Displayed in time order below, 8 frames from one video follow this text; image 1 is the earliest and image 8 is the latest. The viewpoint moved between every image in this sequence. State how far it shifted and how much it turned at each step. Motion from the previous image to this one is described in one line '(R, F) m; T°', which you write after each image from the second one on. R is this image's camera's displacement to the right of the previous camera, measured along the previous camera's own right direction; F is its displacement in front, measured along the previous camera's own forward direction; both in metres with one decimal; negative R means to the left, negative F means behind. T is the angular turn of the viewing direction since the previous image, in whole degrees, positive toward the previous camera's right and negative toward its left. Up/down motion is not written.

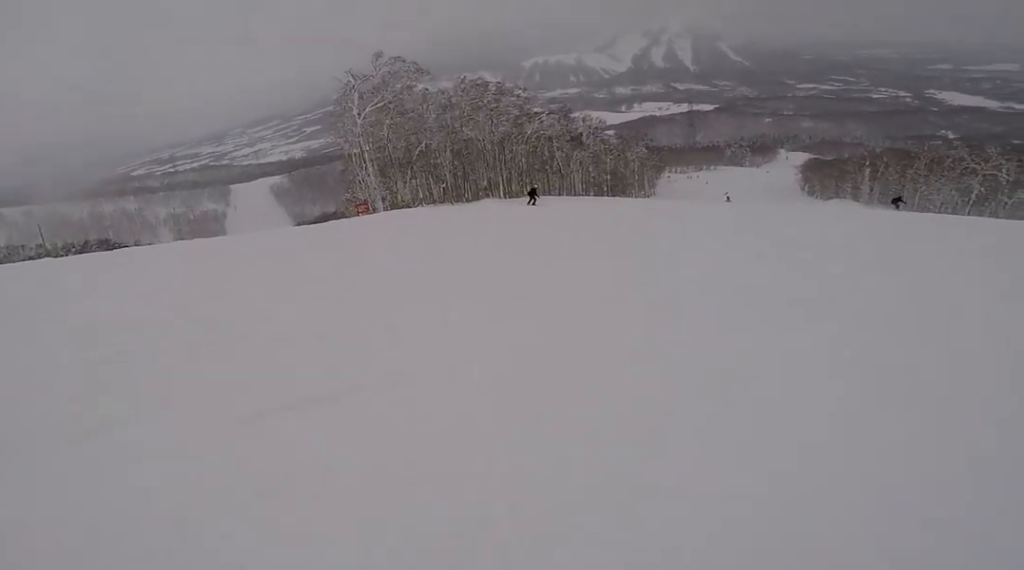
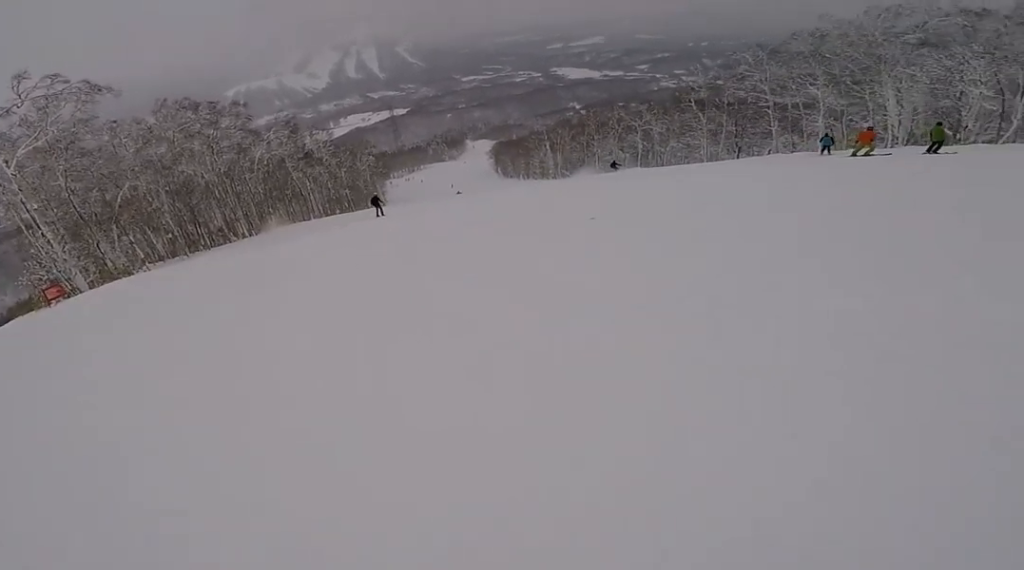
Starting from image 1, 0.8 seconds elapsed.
(+0.2, +7.5) m; +14°
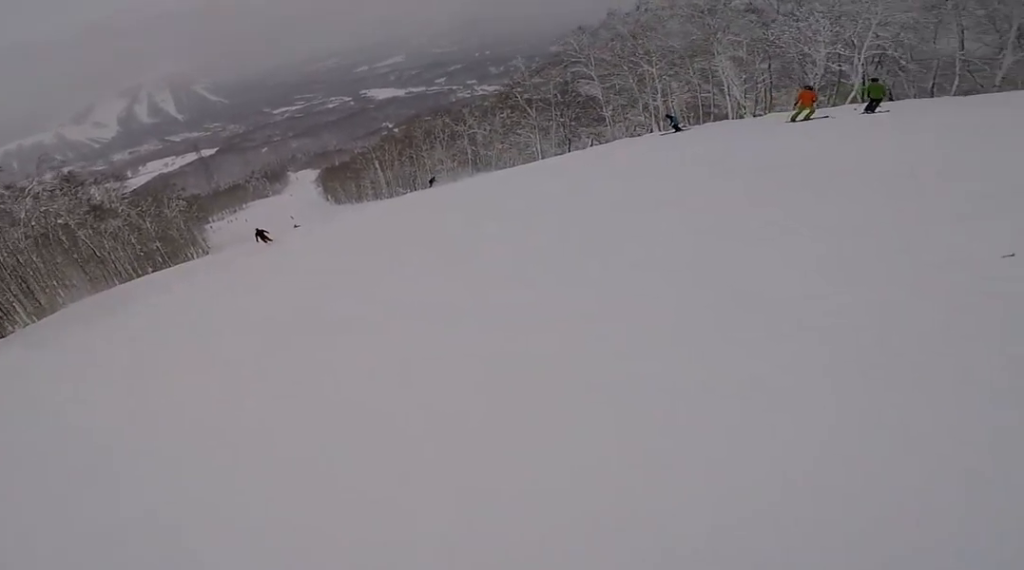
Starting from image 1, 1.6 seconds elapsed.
(+1.6, +7.2) m; +11°
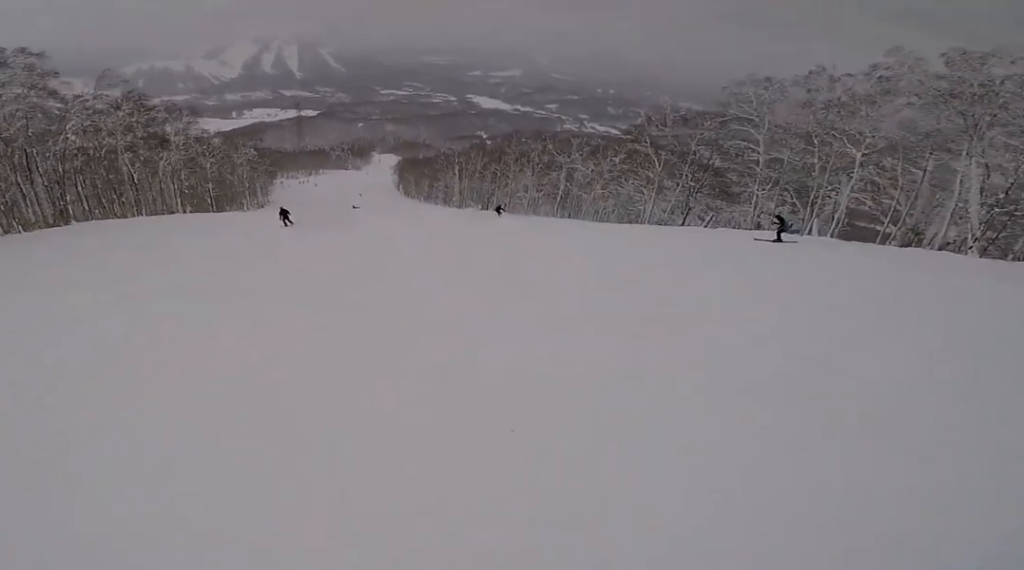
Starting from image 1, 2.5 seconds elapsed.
(+0.4, +7.6) m; -1°
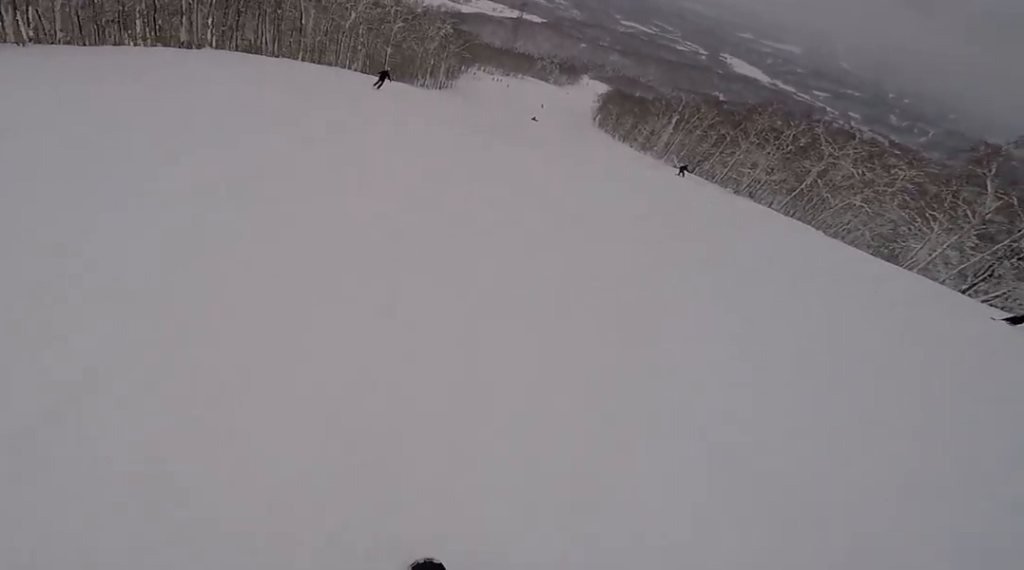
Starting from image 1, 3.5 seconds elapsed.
(-0.6, +9.1) m; -13°
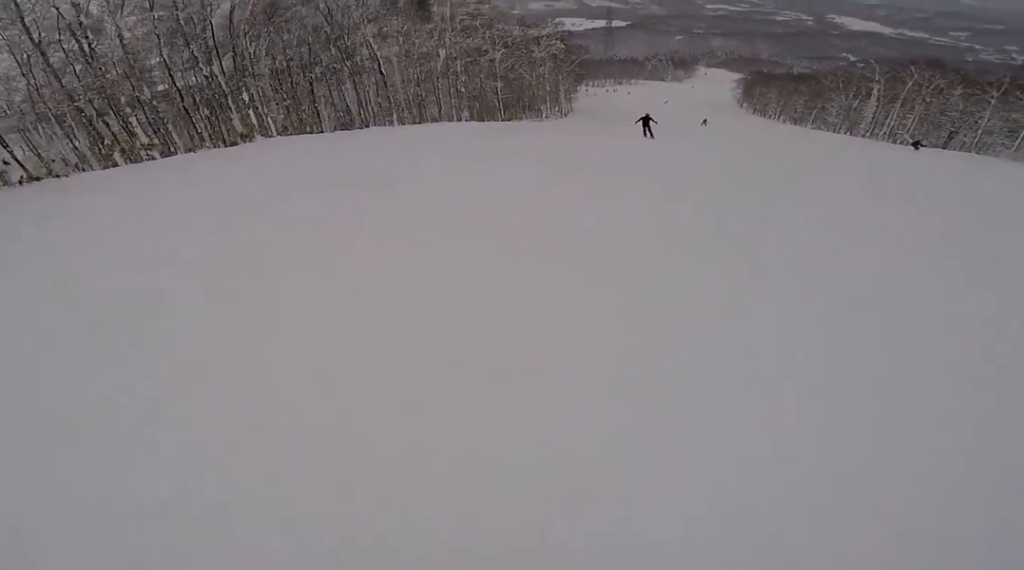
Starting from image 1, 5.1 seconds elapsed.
(-2.8, +15.0) m; -5°
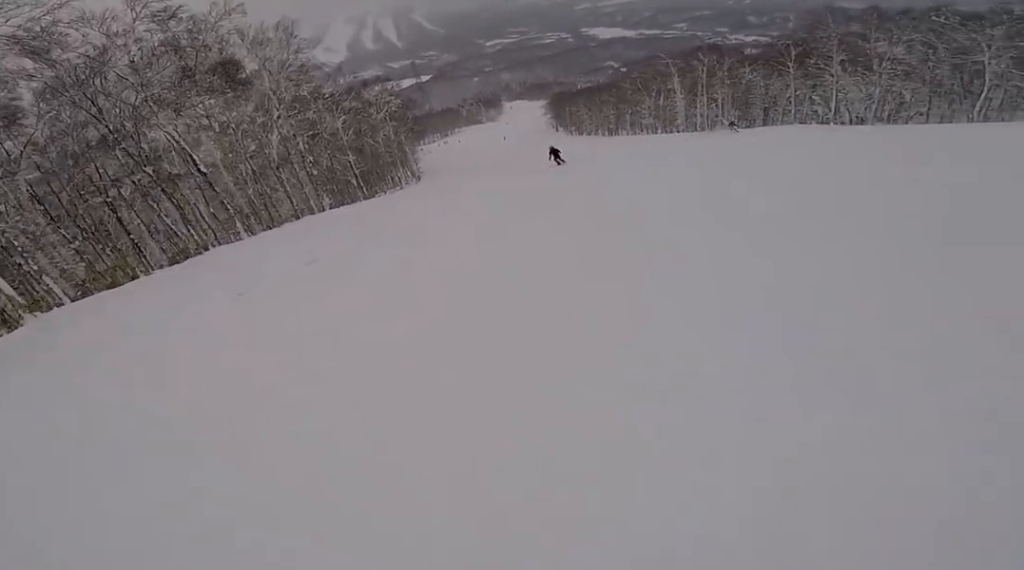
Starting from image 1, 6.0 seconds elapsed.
(+0.3, +7.7) m; +19°
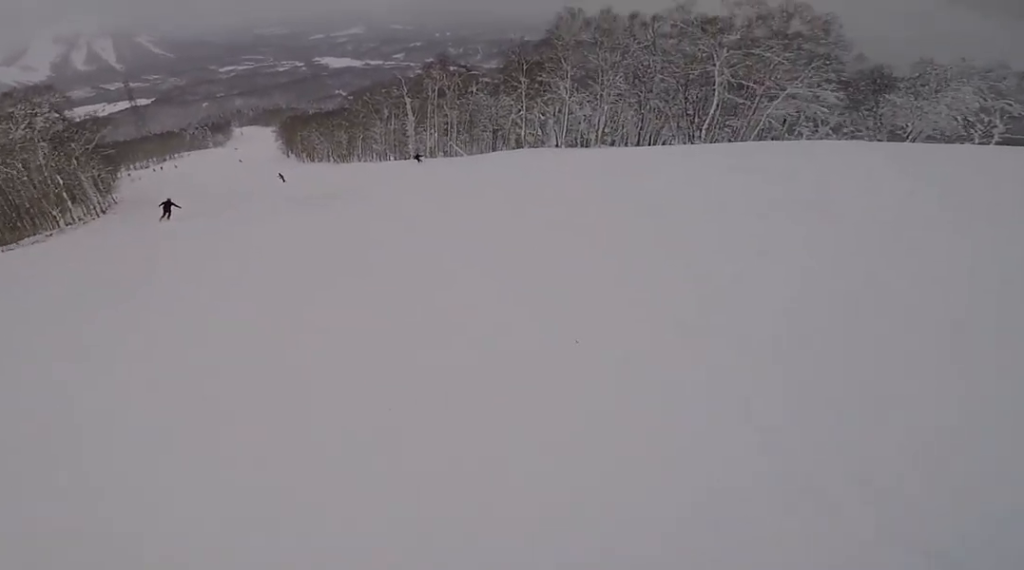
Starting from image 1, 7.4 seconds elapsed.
(+4.3, +14.0) m; +16°
